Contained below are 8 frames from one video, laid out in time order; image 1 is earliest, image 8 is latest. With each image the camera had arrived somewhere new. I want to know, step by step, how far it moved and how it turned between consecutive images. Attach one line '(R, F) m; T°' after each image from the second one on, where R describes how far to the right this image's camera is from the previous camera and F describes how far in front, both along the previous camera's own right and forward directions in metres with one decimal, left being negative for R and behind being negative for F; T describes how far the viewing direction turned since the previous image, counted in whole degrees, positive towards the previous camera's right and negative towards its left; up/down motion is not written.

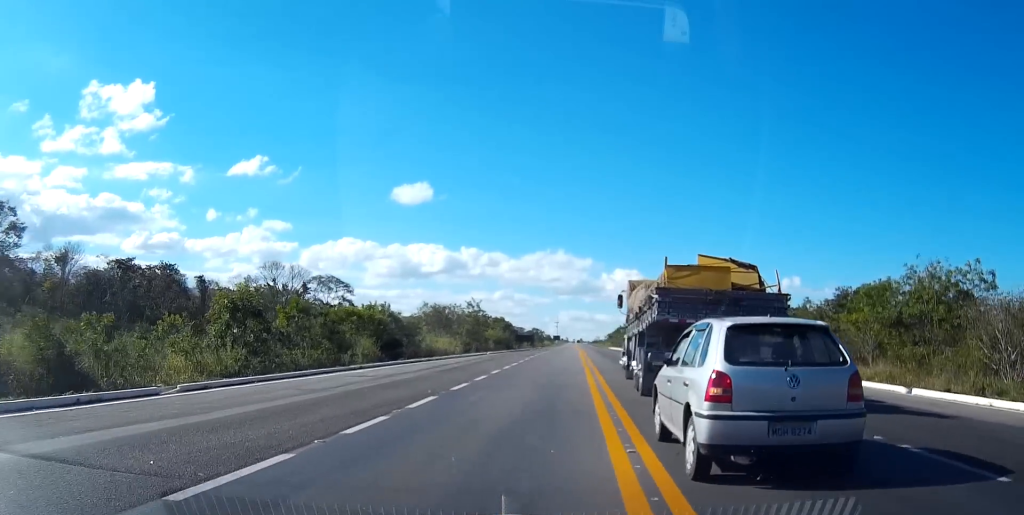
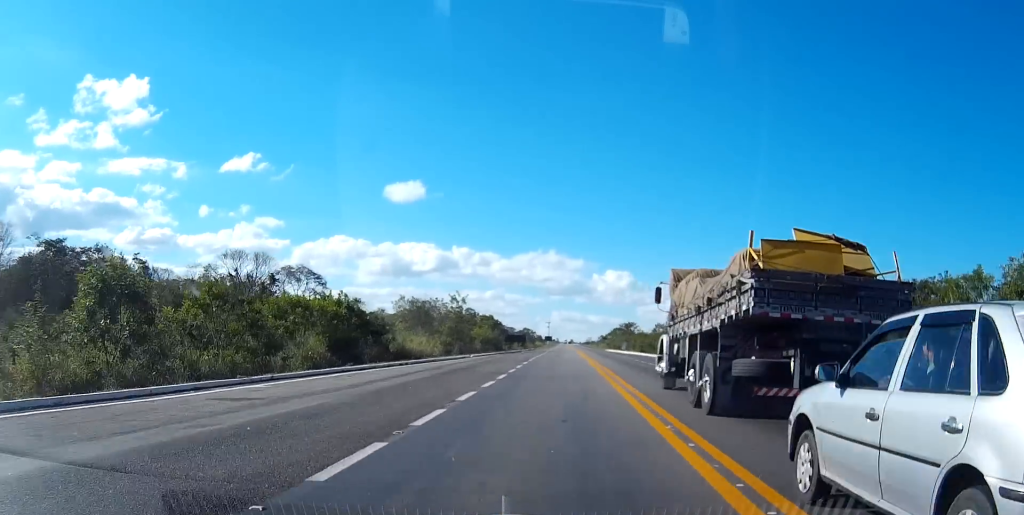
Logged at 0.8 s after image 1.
(0.0, +11.9) m; +2°
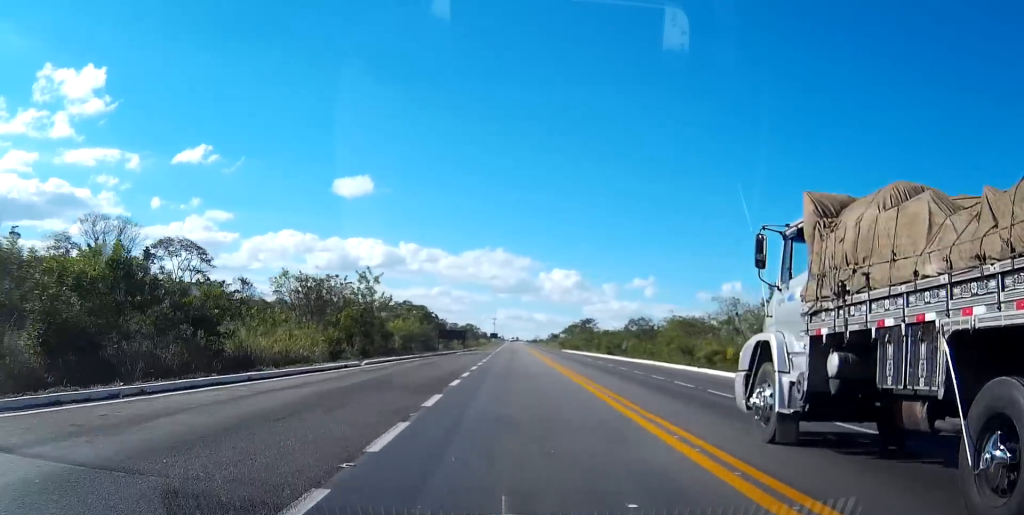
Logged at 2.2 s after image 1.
(+1.1, +24.6) m; +3°
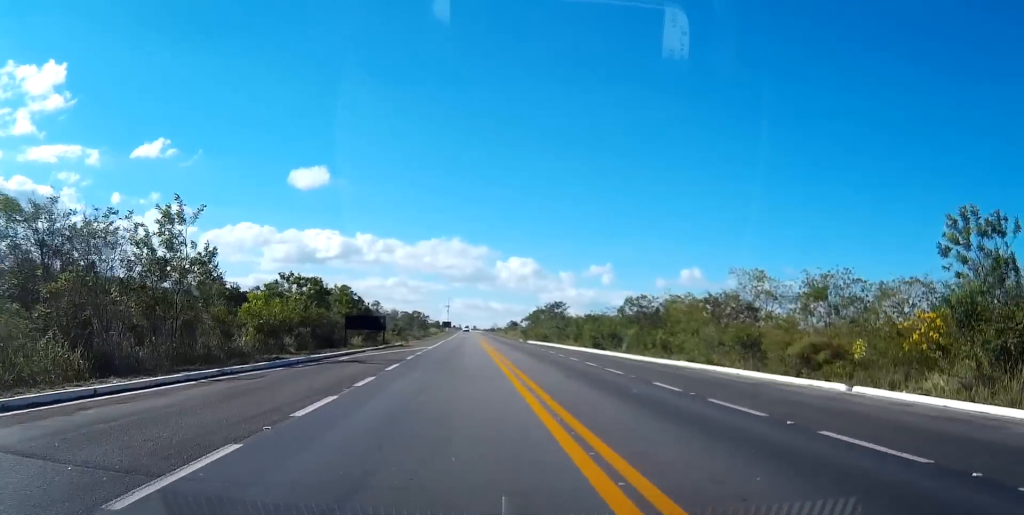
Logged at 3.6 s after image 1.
(0.0, +29.3) m; 0°
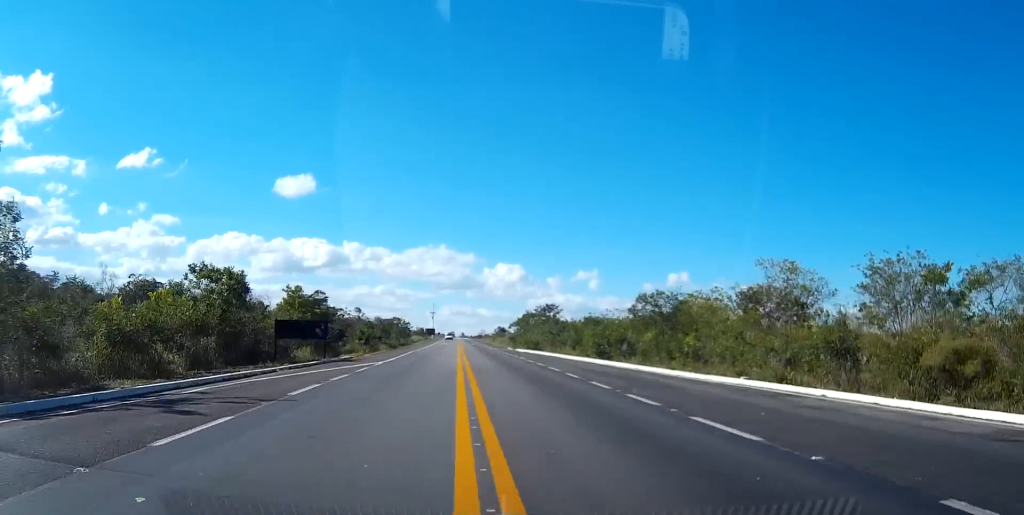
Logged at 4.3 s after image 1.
(+0.1, +14.1) m; 0°
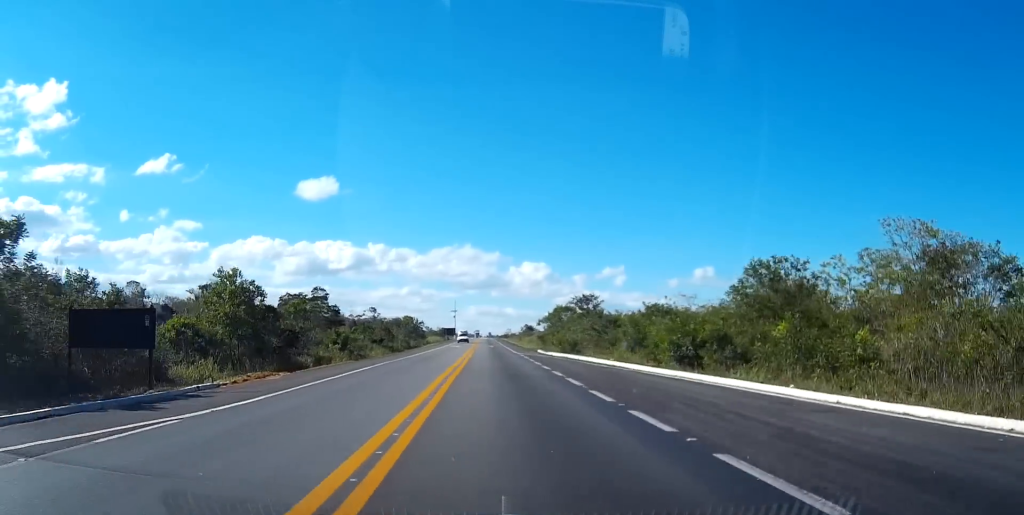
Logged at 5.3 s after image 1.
(+0.1, +22.6) m; -1°
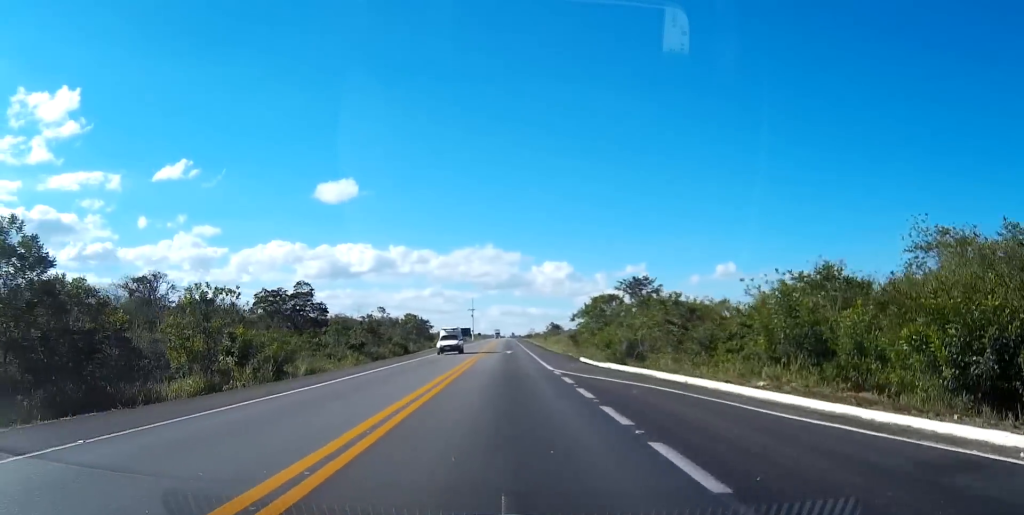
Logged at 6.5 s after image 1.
(-0.5, +26.7) m; -2°
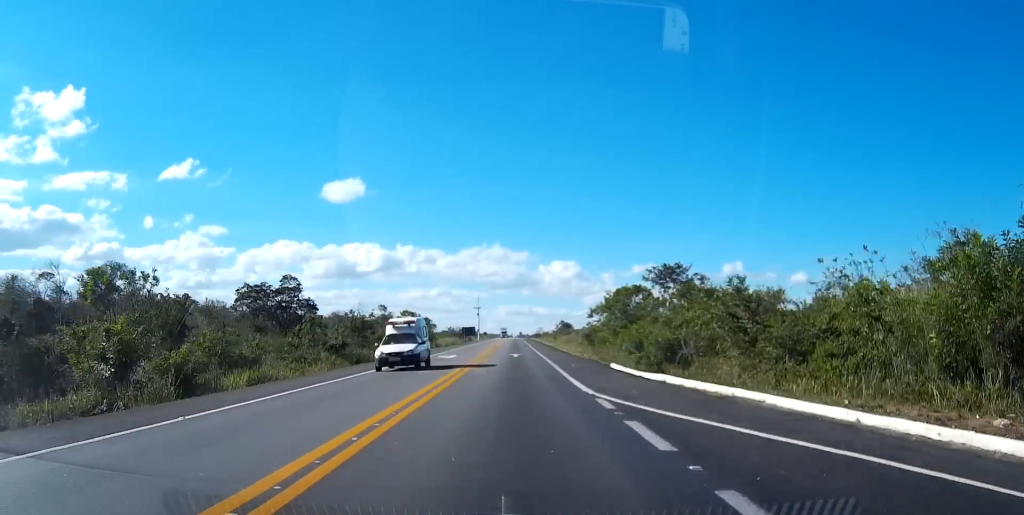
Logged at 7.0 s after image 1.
(-0.1, +11.7) m; 0°
